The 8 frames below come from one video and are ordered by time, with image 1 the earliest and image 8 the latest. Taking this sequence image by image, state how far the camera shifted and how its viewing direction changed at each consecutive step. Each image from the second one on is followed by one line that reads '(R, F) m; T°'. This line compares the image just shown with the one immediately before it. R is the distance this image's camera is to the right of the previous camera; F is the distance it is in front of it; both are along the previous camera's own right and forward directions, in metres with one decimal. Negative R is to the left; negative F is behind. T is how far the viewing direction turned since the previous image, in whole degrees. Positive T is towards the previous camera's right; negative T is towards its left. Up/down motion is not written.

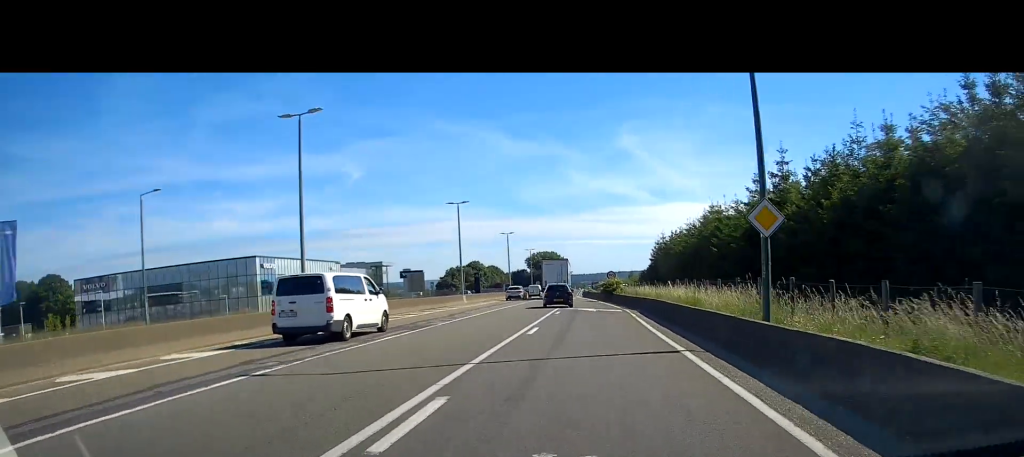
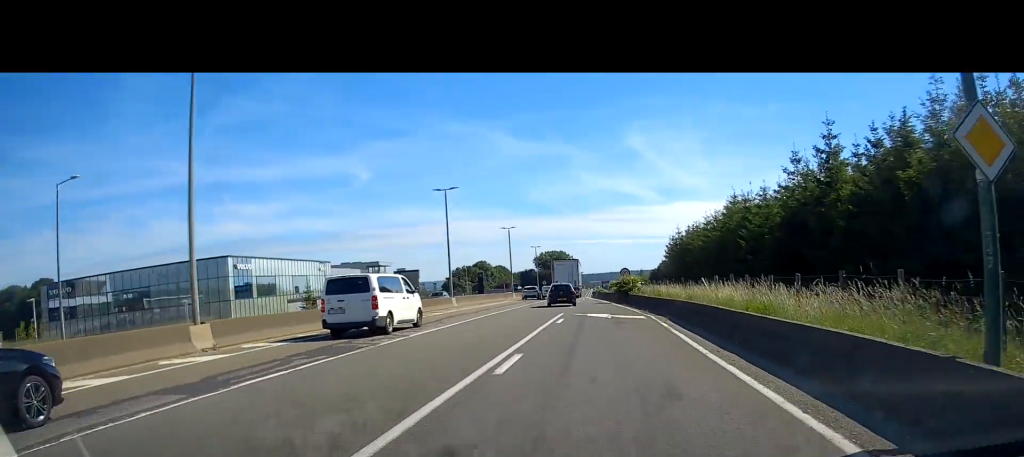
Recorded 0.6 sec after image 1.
(0.0, +8.6) m; 0°
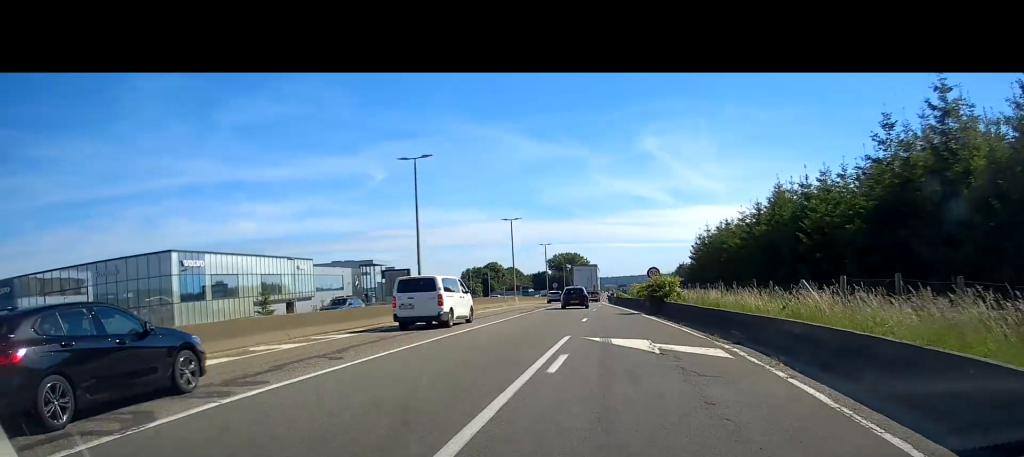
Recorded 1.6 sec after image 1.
(0.0, +12.7) m; 0°
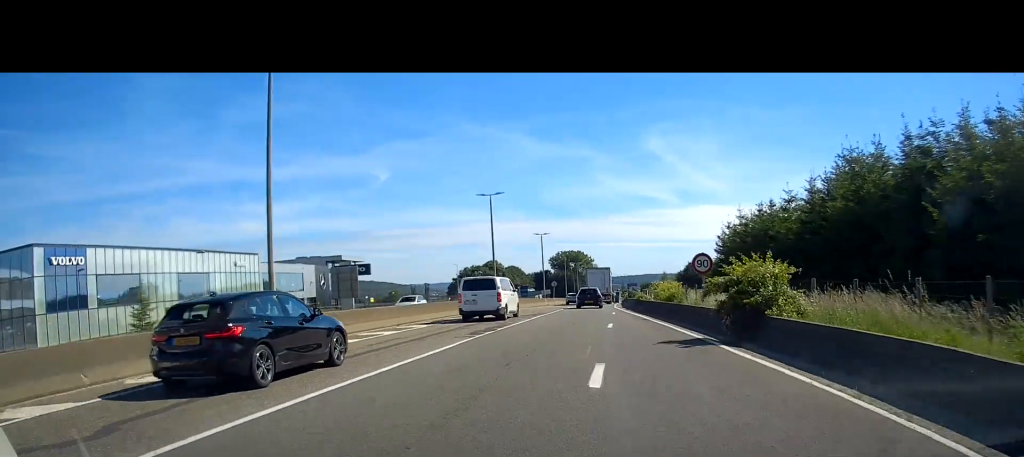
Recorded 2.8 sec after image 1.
(0.0, +16.7) m; 0°
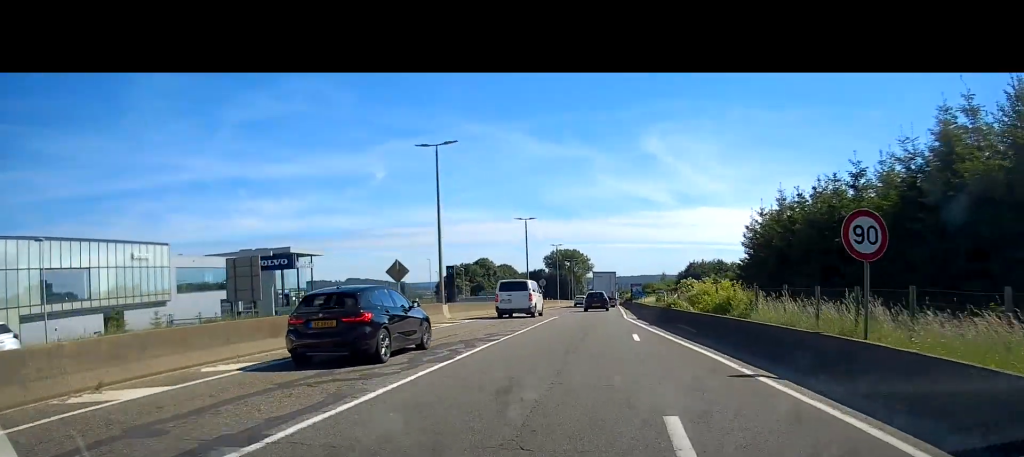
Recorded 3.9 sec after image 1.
(0.0, +16.4) m; 0°
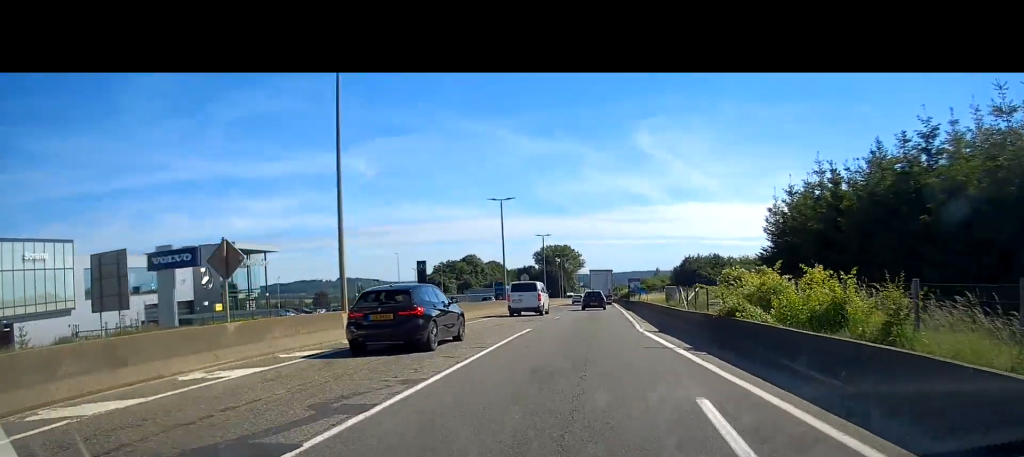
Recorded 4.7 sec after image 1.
(0.0, +11.5) m; 0°
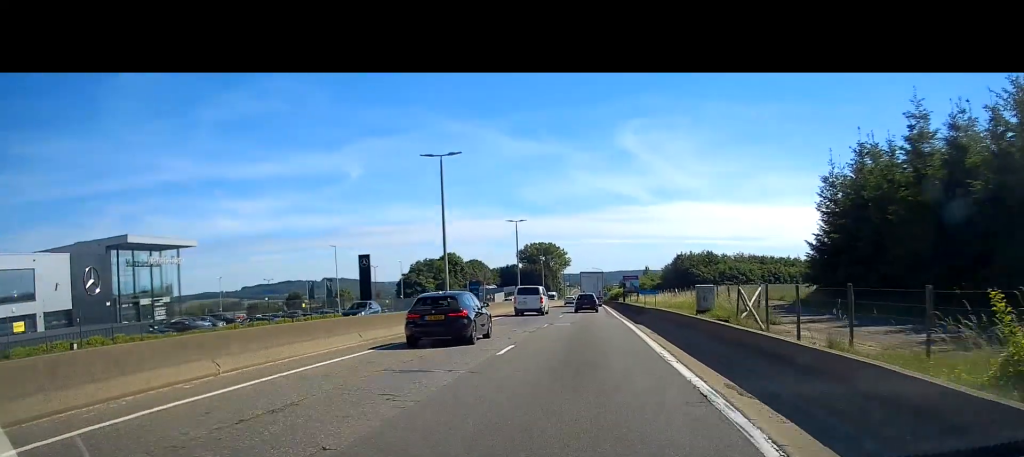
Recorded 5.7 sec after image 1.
(+0.1, +16.6) m; 0°
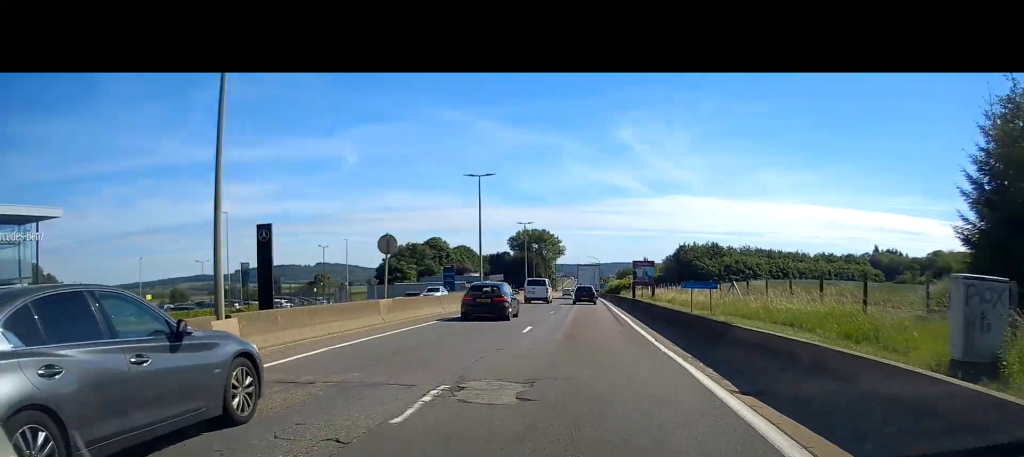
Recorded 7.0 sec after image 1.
(+0.1, +20.7) m; +1°
